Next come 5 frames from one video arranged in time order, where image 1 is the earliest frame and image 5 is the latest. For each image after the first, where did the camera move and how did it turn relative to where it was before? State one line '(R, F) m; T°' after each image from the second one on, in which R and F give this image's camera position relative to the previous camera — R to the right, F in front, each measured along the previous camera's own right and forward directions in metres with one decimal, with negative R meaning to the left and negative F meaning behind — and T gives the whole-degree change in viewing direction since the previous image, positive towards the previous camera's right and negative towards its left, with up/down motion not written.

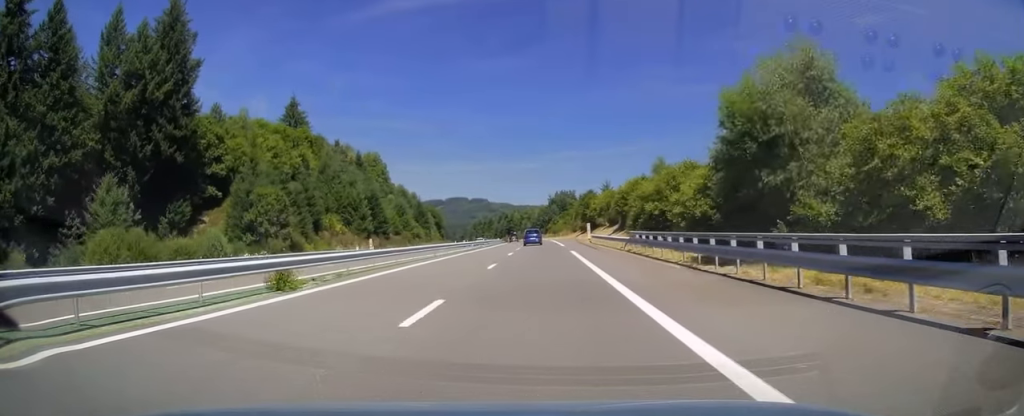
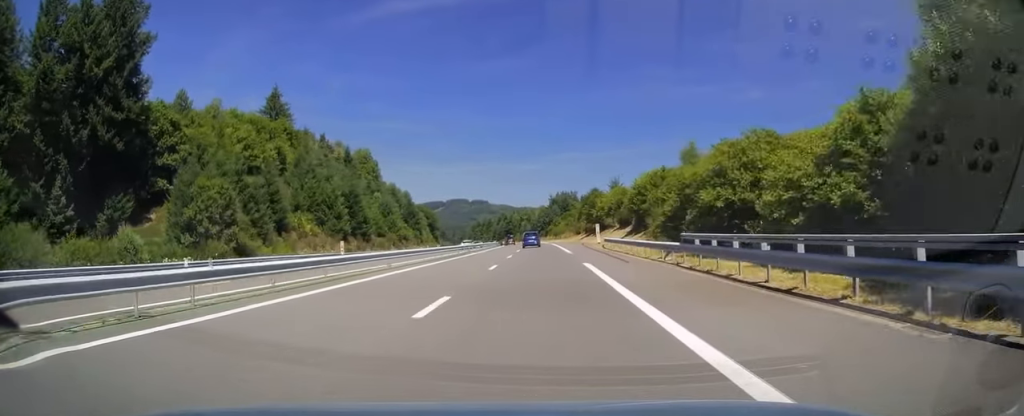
(-0.1, +12.4) m; 0°
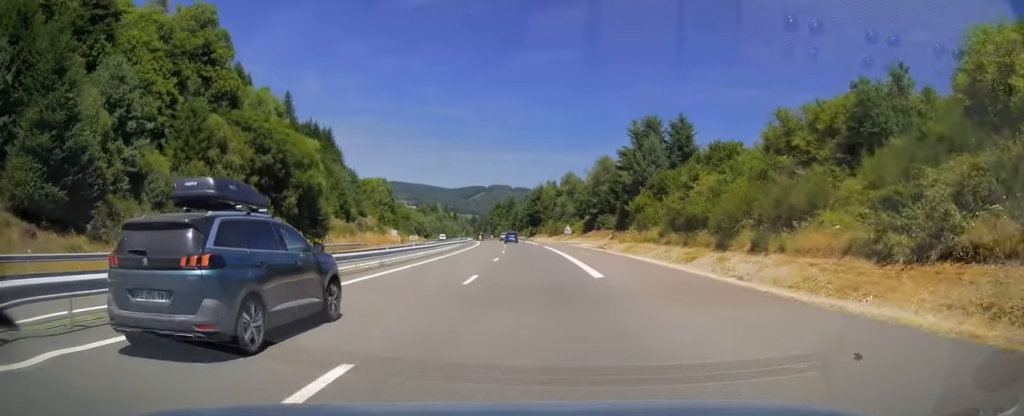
(-3.1, +124.4) m; -4°
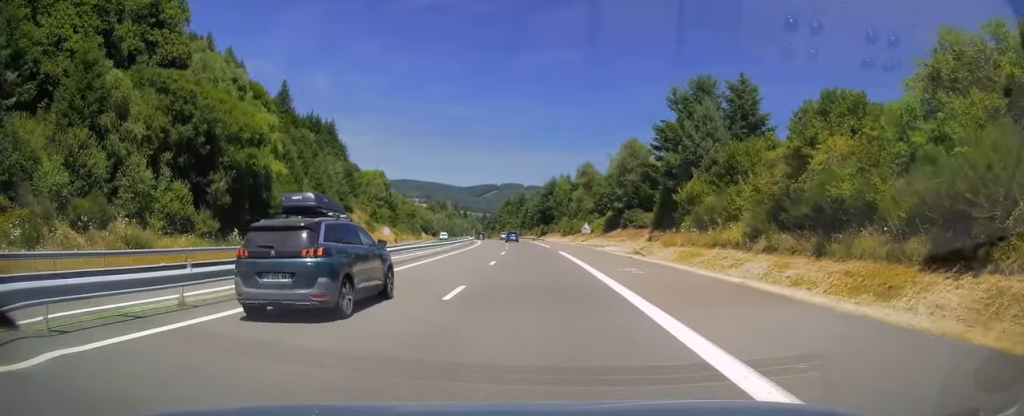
(-0.1, +16.8) m; -1°
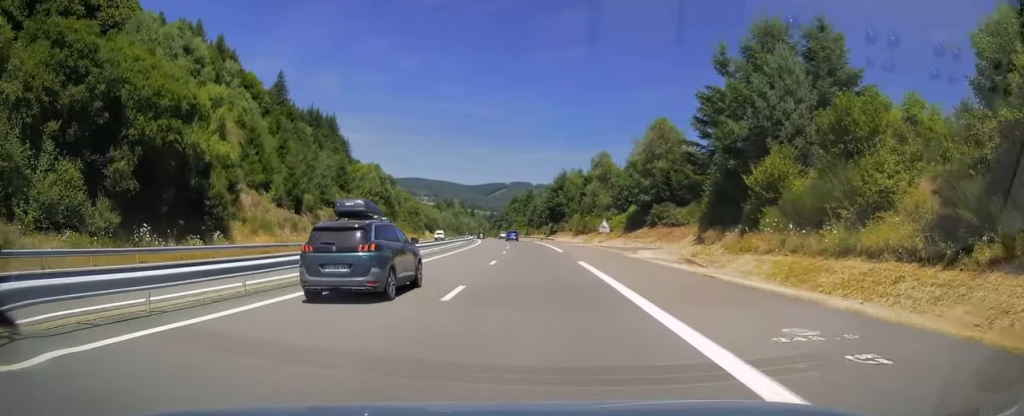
(-0.2, +13.3) m; -1°
